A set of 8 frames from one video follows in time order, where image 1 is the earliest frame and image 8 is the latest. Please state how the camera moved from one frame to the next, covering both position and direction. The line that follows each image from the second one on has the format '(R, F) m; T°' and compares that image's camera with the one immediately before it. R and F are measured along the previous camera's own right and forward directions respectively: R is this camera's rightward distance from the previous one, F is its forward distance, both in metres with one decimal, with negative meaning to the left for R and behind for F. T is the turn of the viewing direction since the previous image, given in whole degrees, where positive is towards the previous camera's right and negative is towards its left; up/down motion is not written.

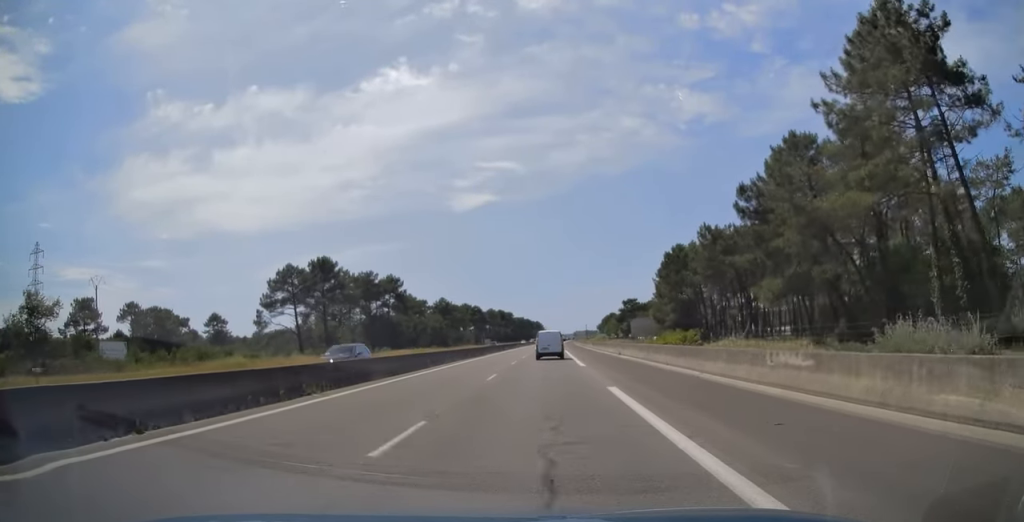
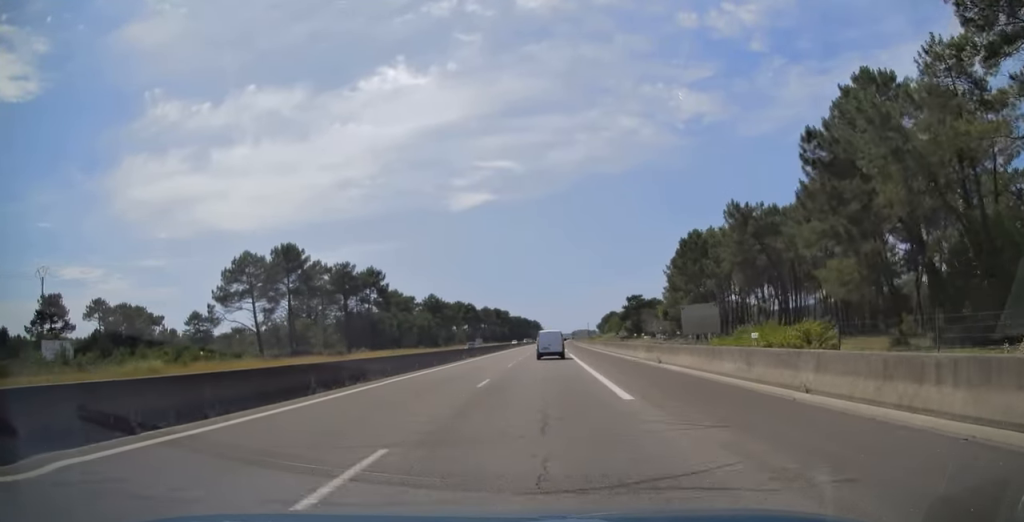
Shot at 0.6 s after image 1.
(-0.2, +15.9) m; 0°
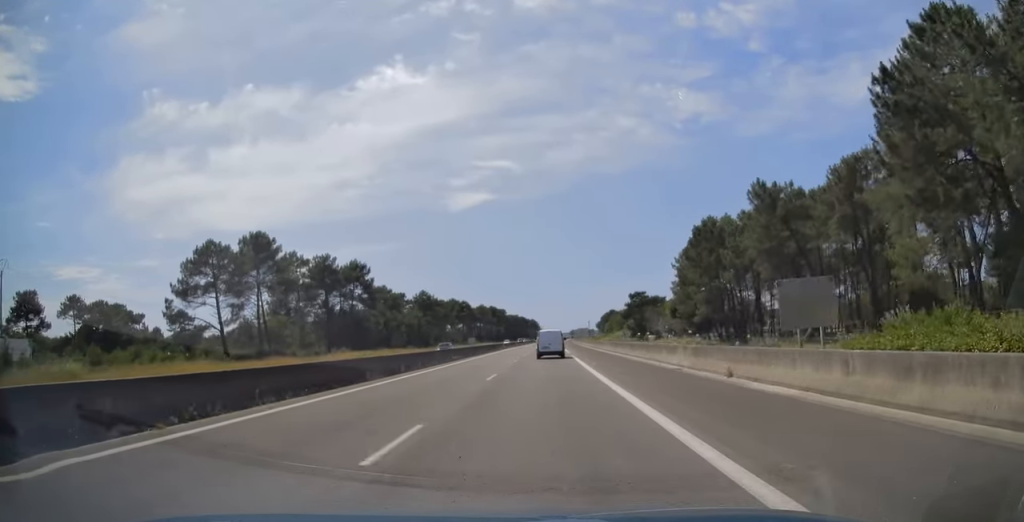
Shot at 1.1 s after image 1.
(0.0, +10.8) m; 0°
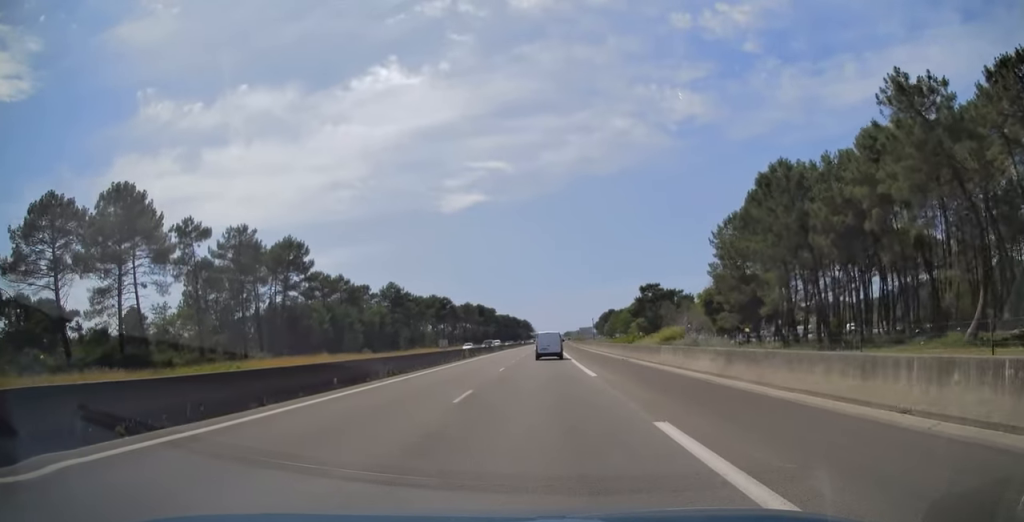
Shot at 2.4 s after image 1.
(+0.5, +31.9) m; 0°
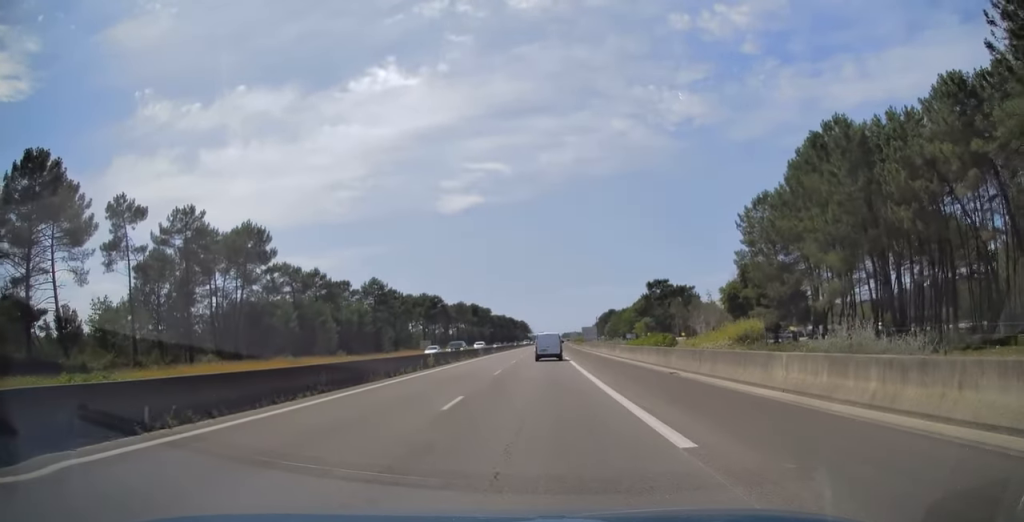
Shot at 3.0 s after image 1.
(-0.2, +14.0) m; 0°
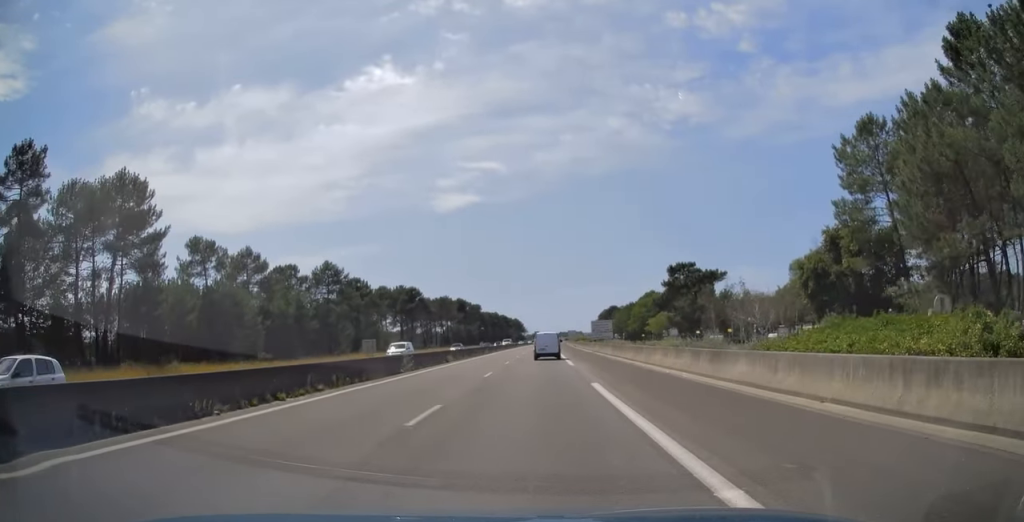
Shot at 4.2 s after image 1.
(+0.1, +28.7) m; +1°
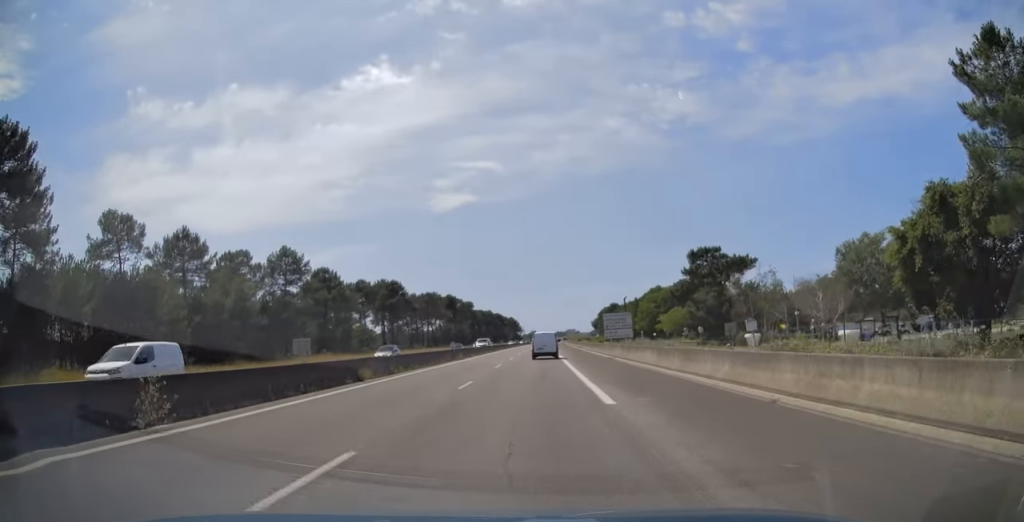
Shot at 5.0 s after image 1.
(+0.1, +18.2) m; 0°
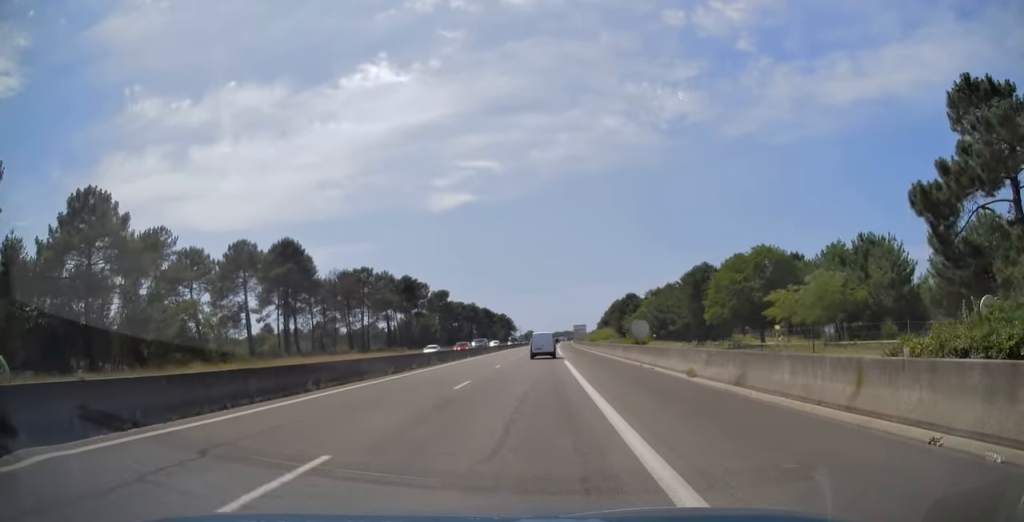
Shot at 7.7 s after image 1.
(+0.1, +65.1) m; 0°
